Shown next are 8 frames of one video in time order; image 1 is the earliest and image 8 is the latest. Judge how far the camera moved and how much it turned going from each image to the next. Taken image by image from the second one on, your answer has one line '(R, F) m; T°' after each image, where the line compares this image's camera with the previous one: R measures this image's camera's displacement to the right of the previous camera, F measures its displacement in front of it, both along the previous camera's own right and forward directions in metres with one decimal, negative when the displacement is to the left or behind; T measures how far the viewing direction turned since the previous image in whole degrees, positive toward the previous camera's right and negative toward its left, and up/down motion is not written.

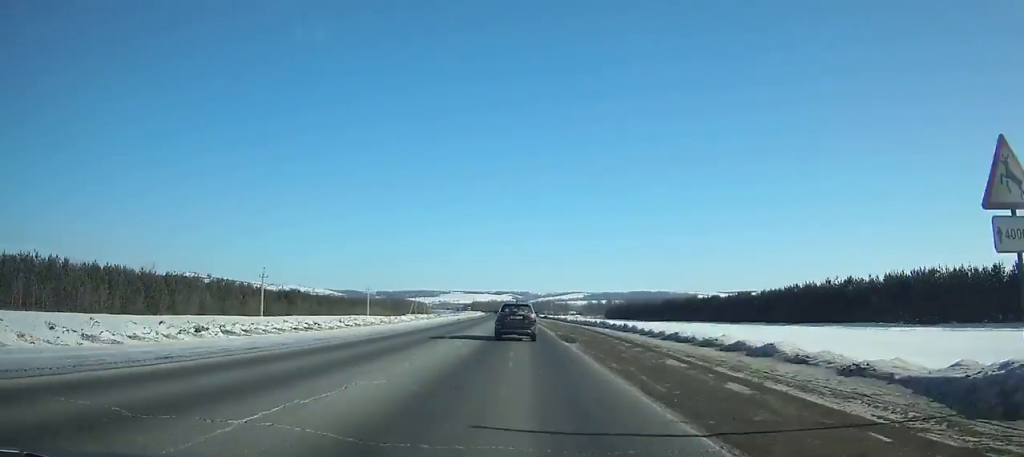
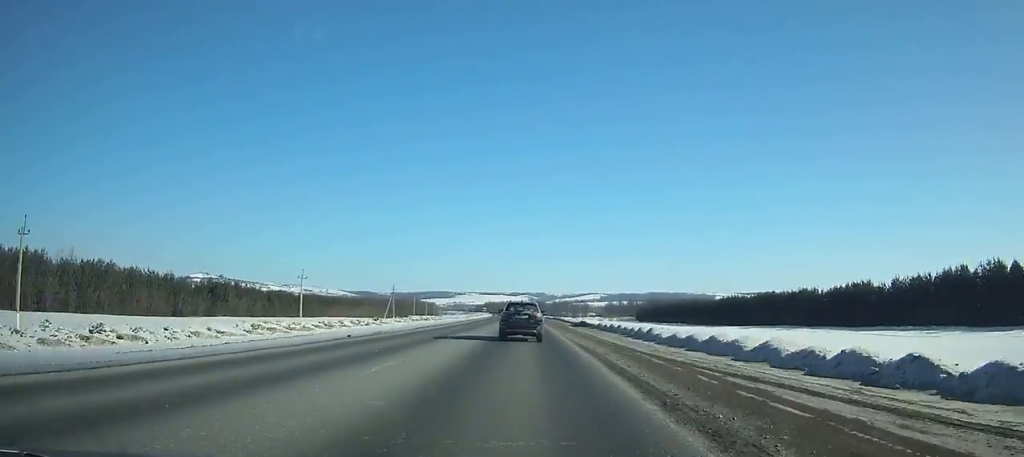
(-0.7, +48.7) m; -1°
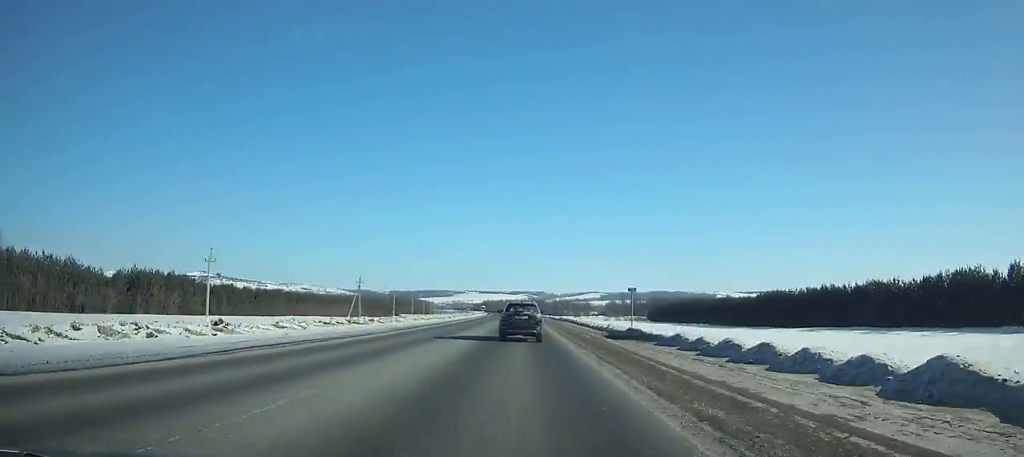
(-0.3, +28.7) m; -1°
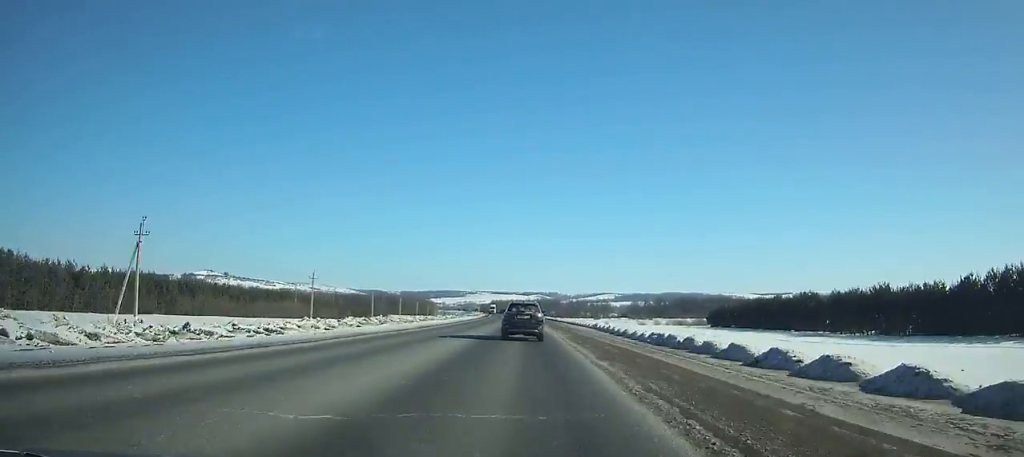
(-0.4, +68.9) m; -1°
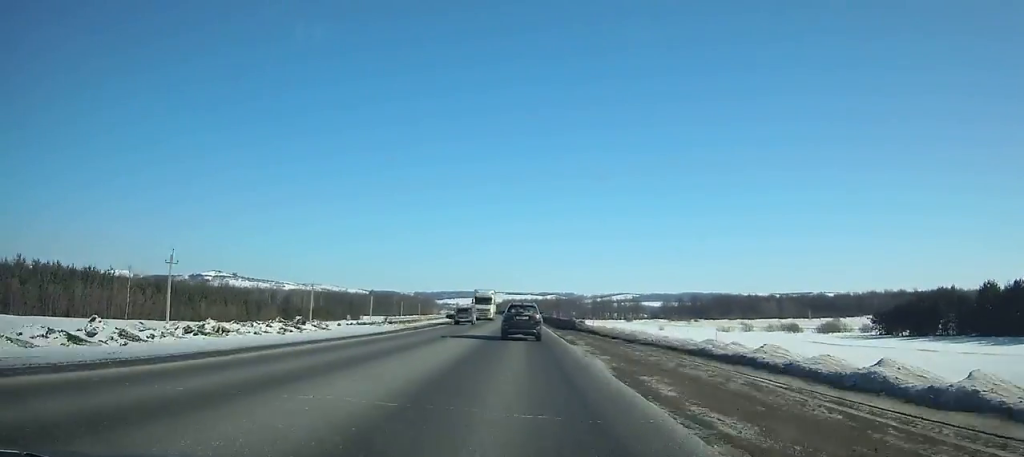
(-1.4, +88.9) m; -2°
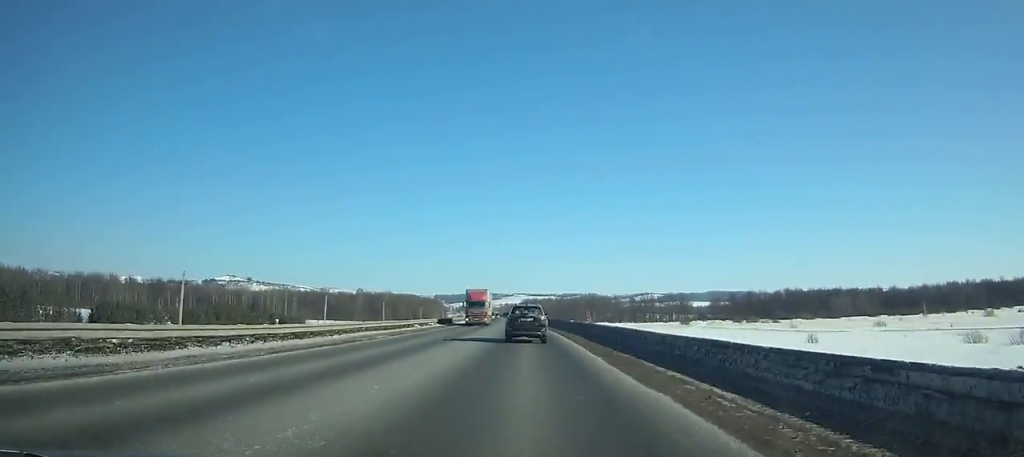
(-1.5, +91.5) m; -2°
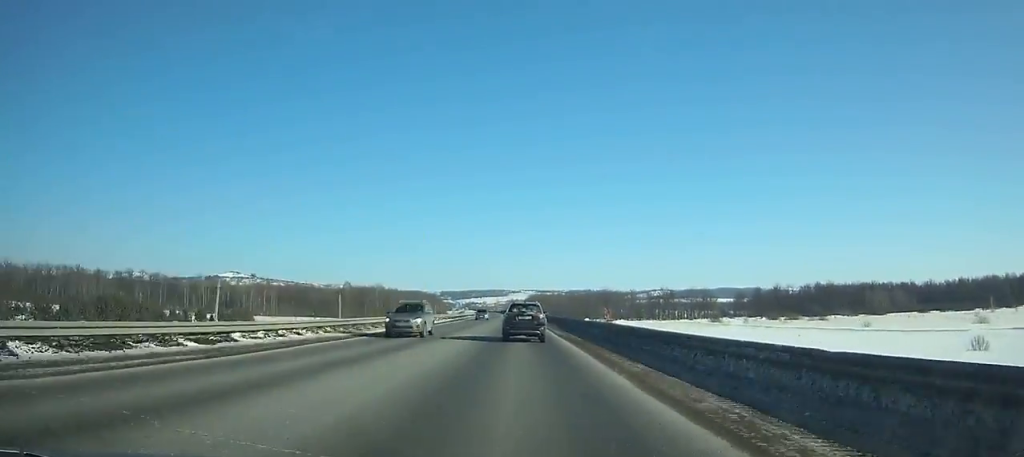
(-0.2, +40.3) m; -1°
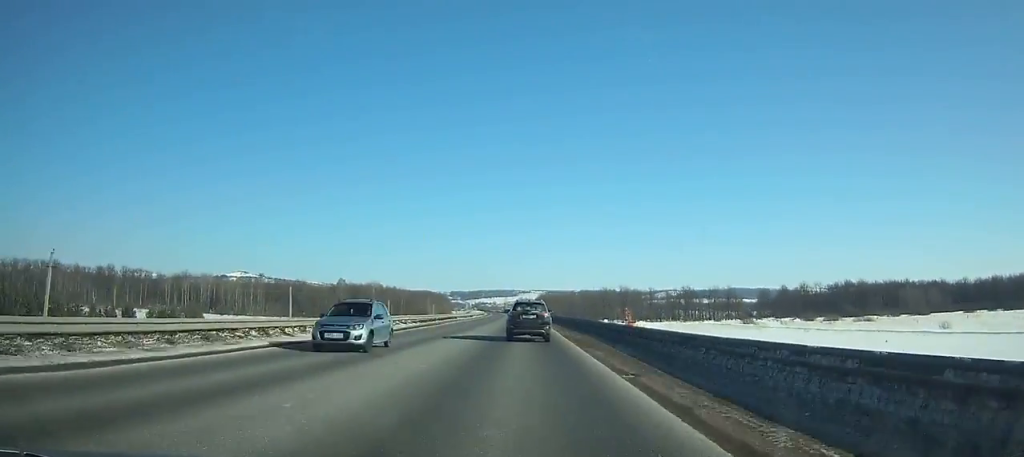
(-0.3, +28.4) m; -1°
